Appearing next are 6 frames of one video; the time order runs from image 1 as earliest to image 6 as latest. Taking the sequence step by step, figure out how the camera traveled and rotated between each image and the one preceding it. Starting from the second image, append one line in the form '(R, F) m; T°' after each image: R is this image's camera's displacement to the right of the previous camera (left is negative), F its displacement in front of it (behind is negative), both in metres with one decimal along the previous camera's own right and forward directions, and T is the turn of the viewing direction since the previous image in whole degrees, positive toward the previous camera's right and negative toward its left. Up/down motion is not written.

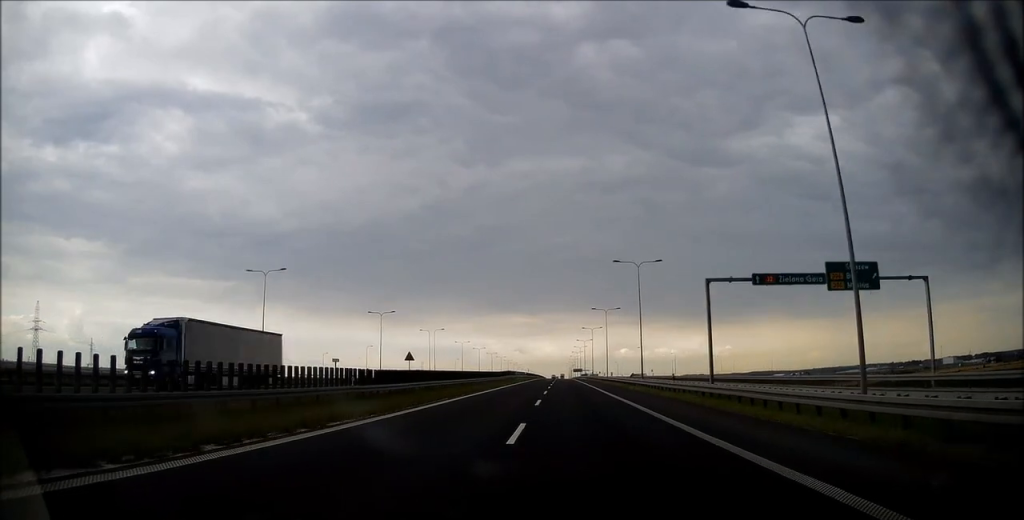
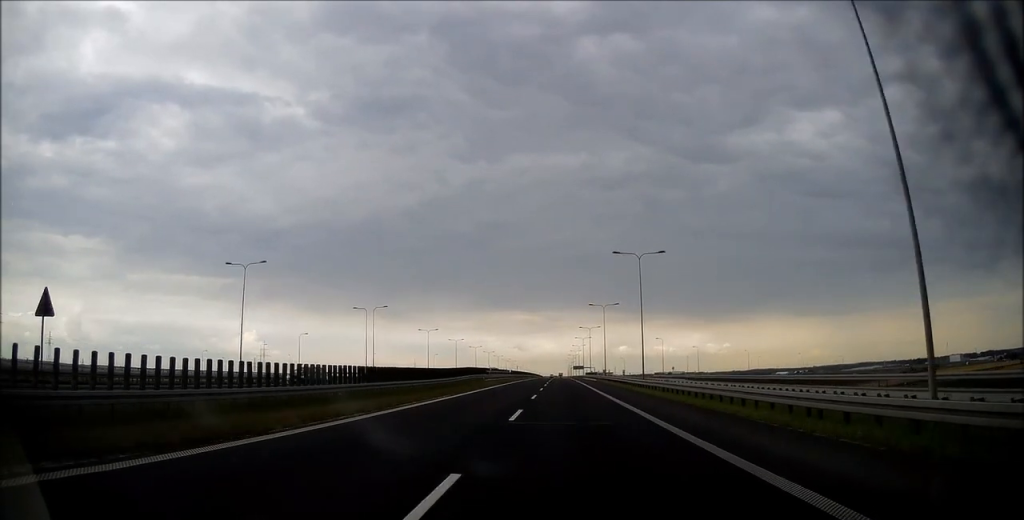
(0.0, +43.5) m; 0°
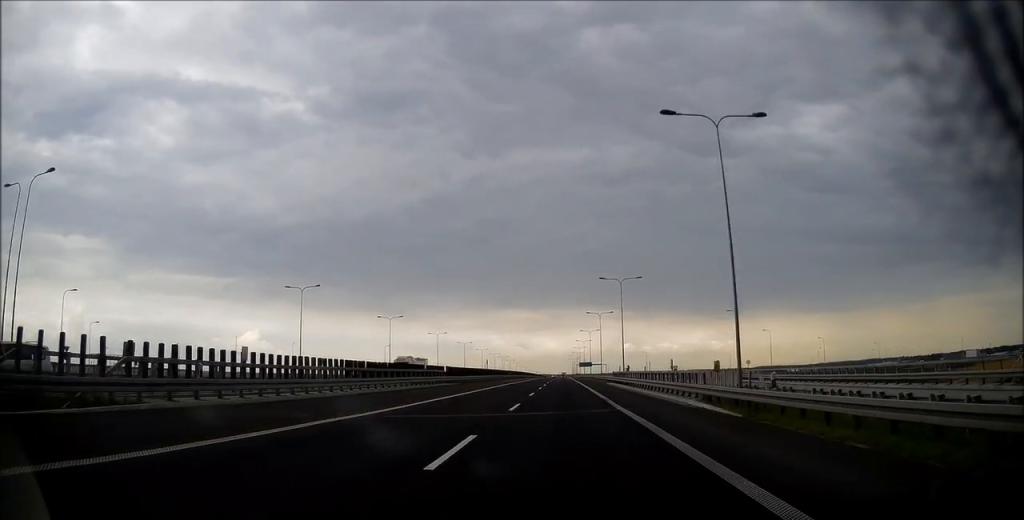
(-0.1, +68.0) m; 0°
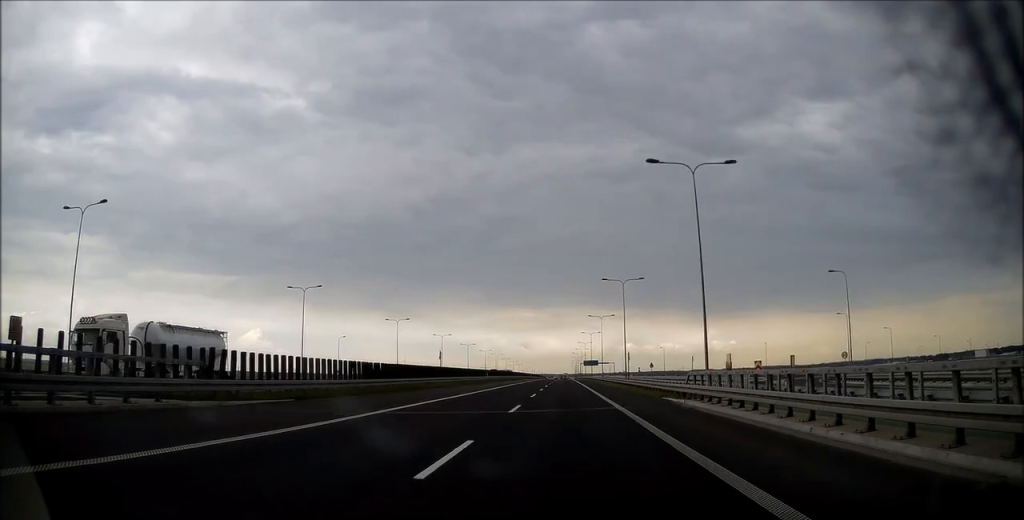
(-0.1, +36.6) m; 0°
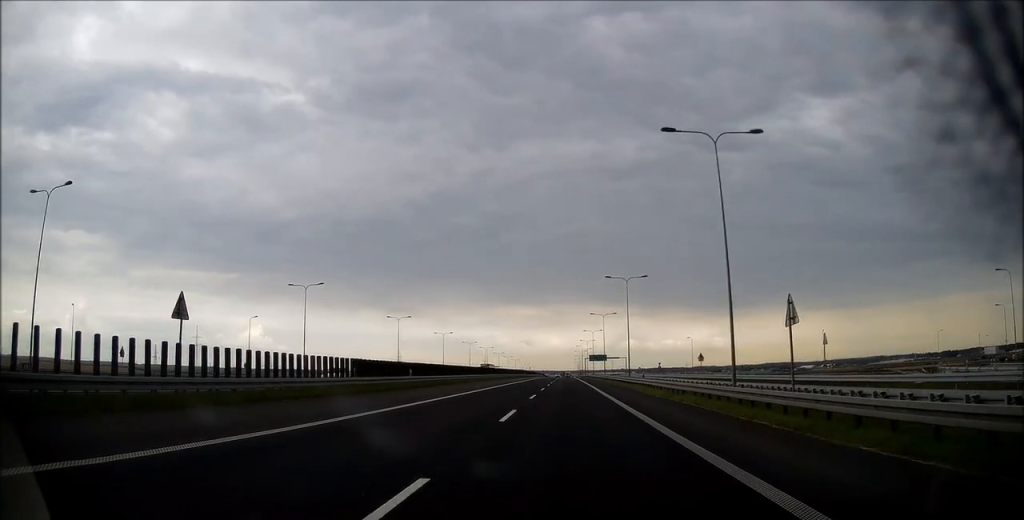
(-0.1, +40.2) m; 0°
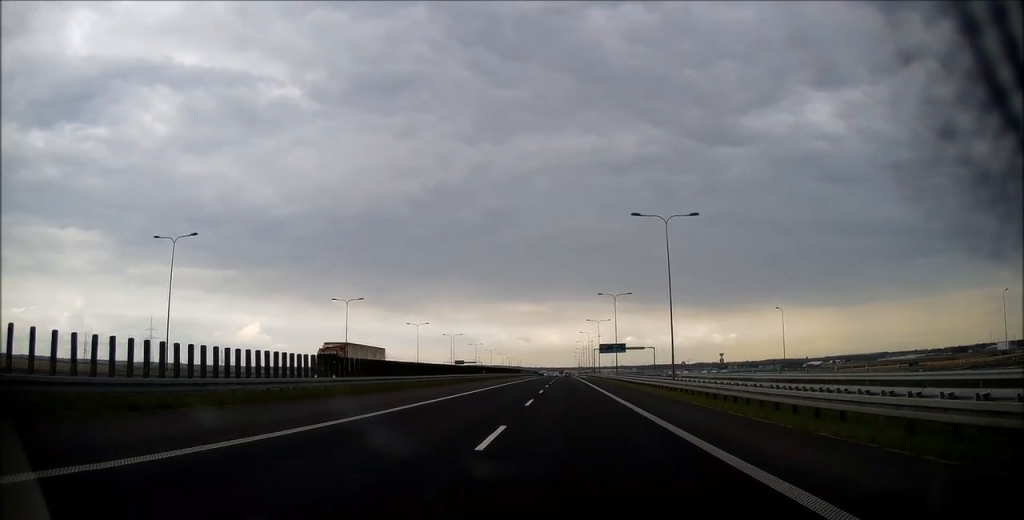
(+0.1, +65.4) m; 0°
